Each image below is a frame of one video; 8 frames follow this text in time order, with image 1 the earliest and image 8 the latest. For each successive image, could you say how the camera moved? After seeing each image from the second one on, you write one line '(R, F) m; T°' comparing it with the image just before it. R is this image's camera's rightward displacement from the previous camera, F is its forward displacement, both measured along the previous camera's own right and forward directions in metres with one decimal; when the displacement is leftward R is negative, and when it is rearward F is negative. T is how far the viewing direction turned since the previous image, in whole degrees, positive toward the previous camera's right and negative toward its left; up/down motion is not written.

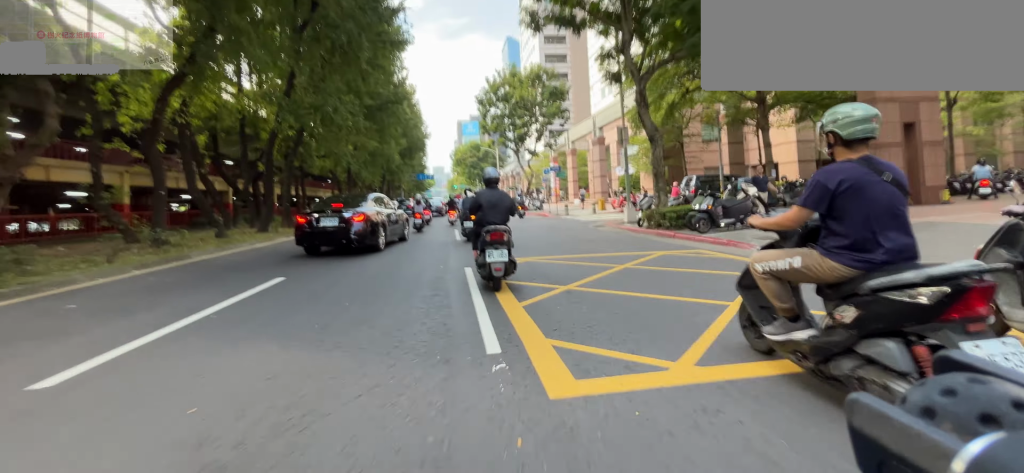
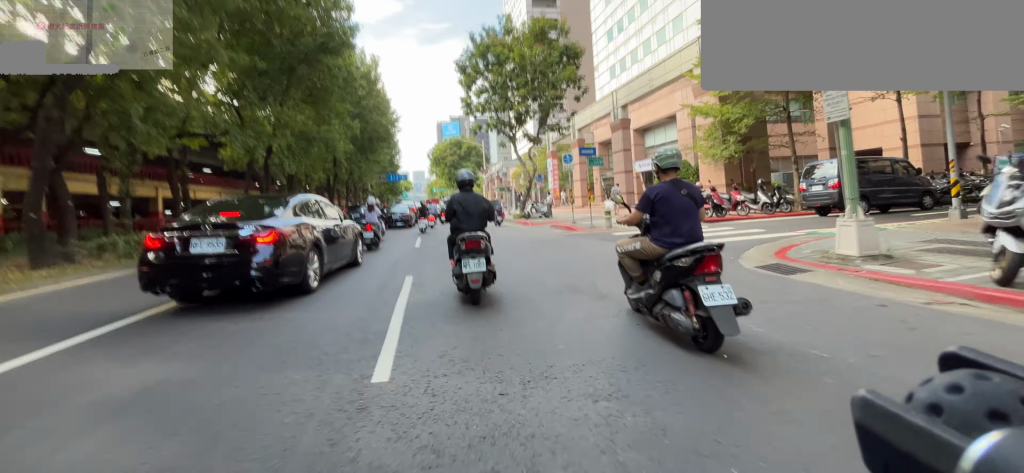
(0.0, +11.2) m; +1°
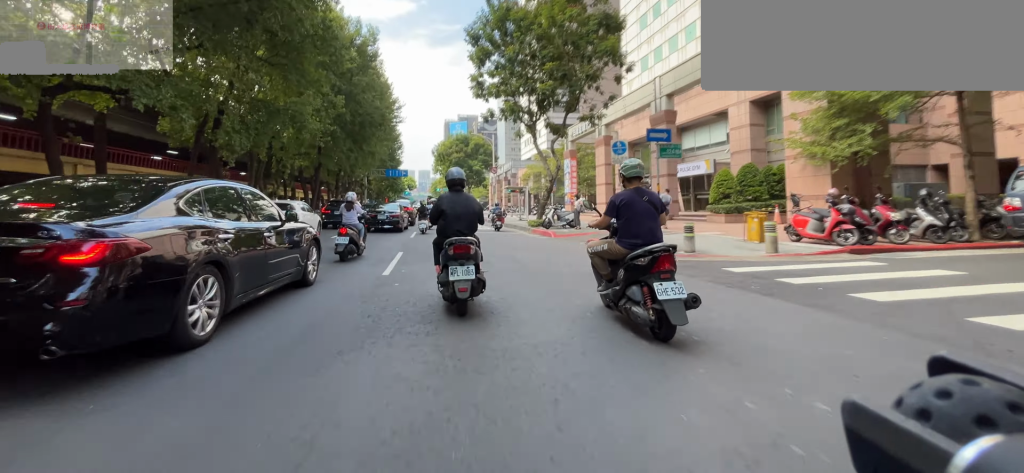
(0.0, +5.3) m; +1°
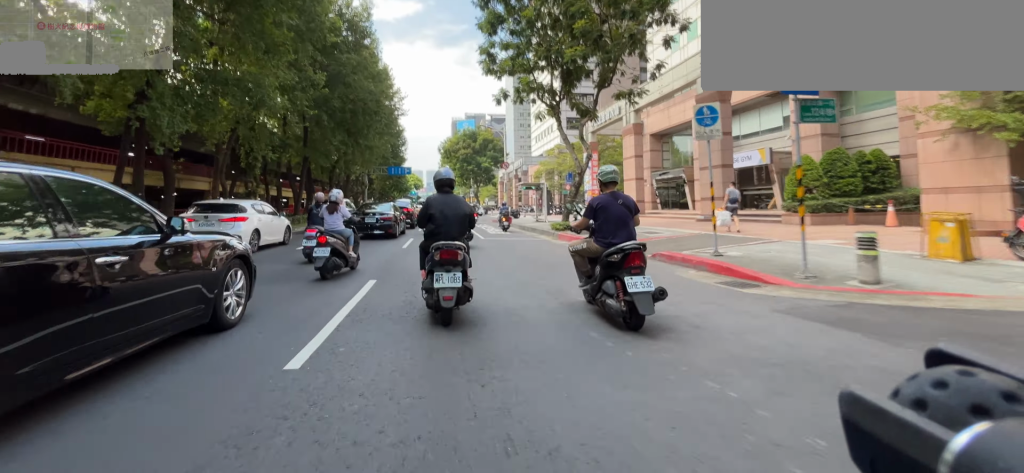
(0.0, +4.1) m; +1°
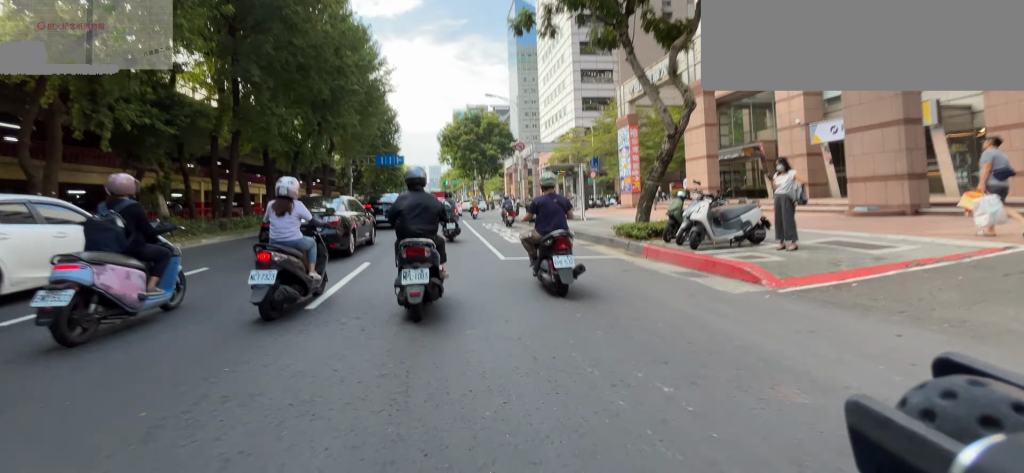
(+0.1, +7.7) m; +1°
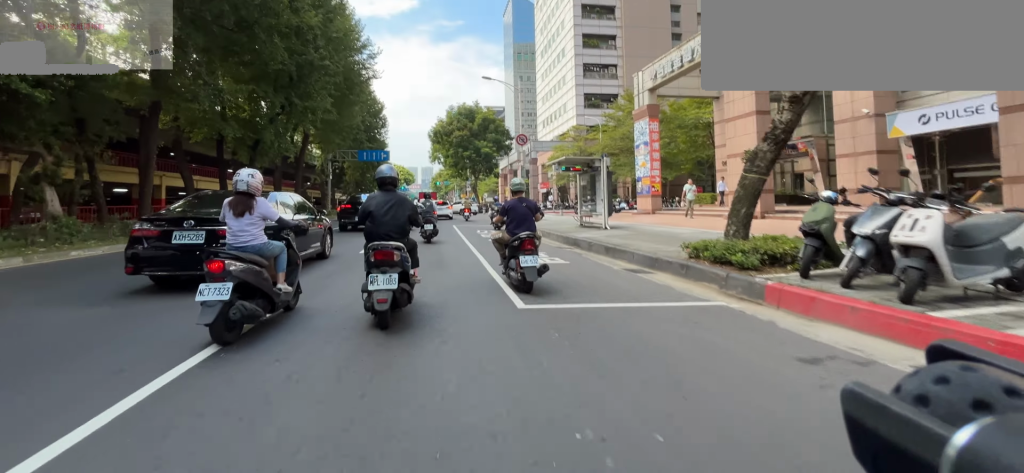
(0.0, +3.6) m; 0°
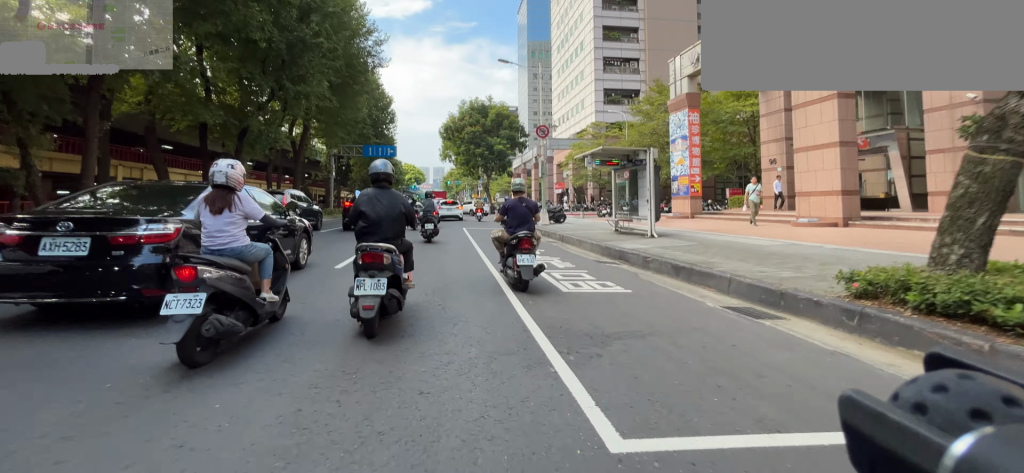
(0.0, +2.3) m; 0°
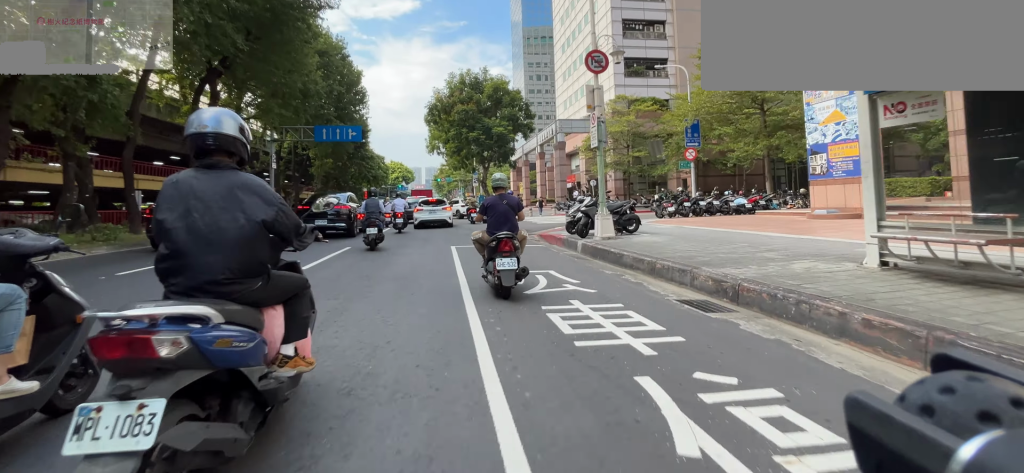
(0.0, +7.1) m; 0°
